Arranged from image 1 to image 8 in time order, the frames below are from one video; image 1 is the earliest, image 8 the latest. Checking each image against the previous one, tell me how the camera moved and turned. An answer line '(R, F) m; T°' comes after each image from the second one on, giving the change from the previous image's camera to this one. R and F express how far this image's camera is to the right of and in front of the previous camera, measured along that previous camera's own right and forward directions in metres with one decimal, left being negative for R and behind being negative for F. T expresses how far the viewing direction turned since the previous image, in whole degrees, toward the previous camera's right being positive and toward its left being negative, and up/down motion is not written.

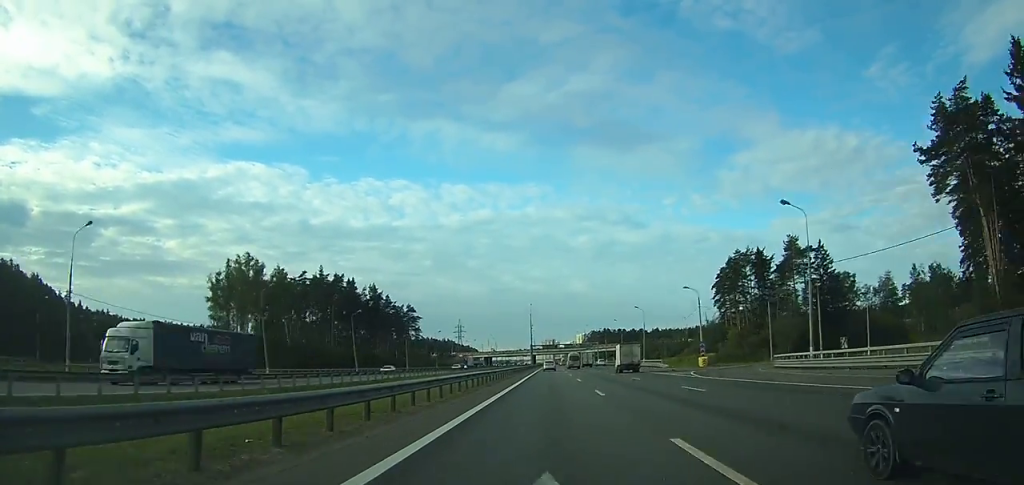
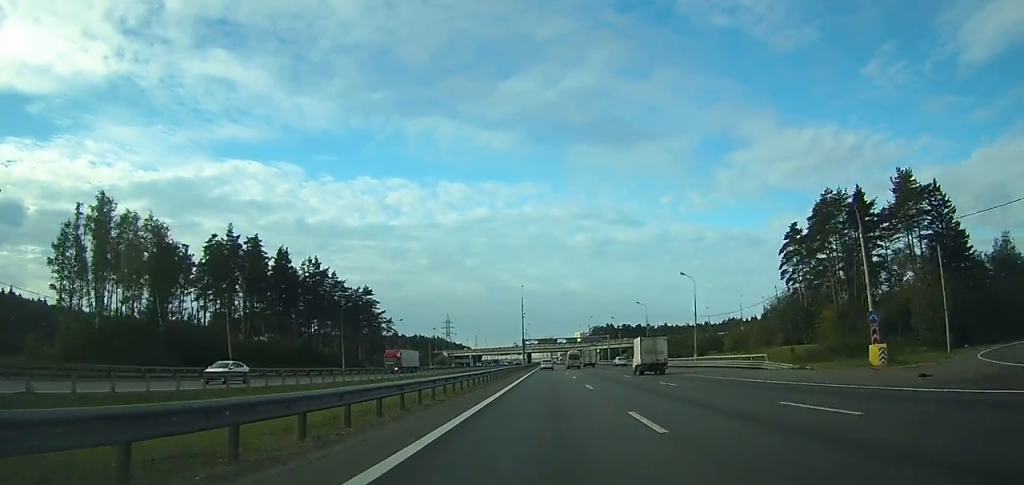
(0.0, +41.2) m; 0°
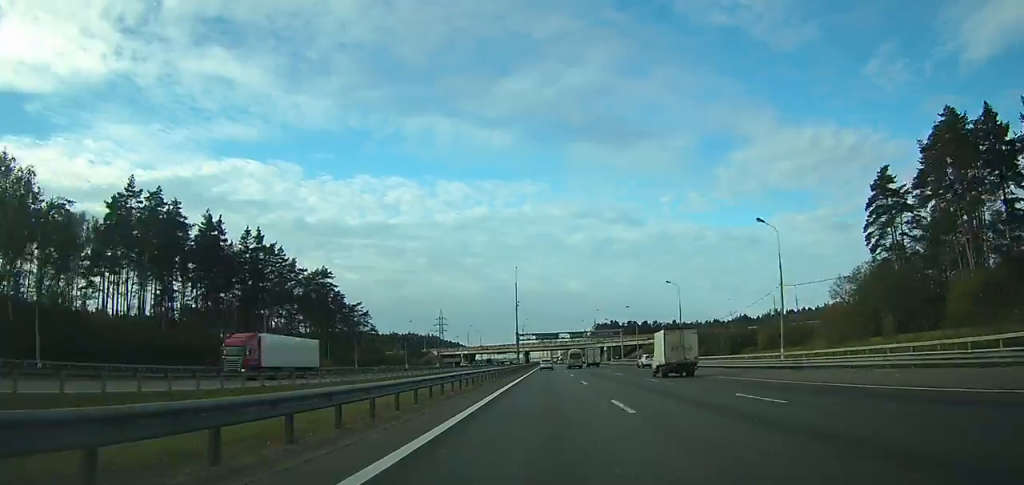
(0.0, +27.7) m; 0°
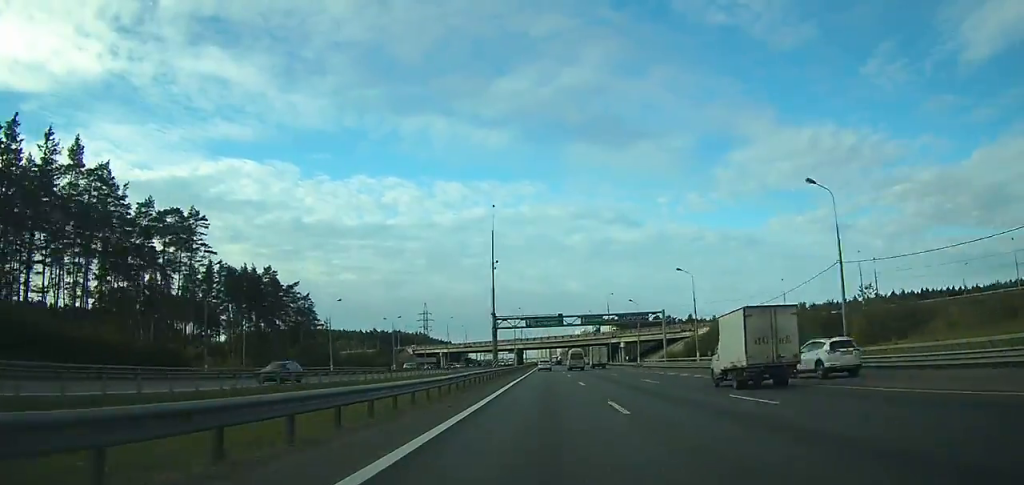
(-0.1, +48.6) m; 0°
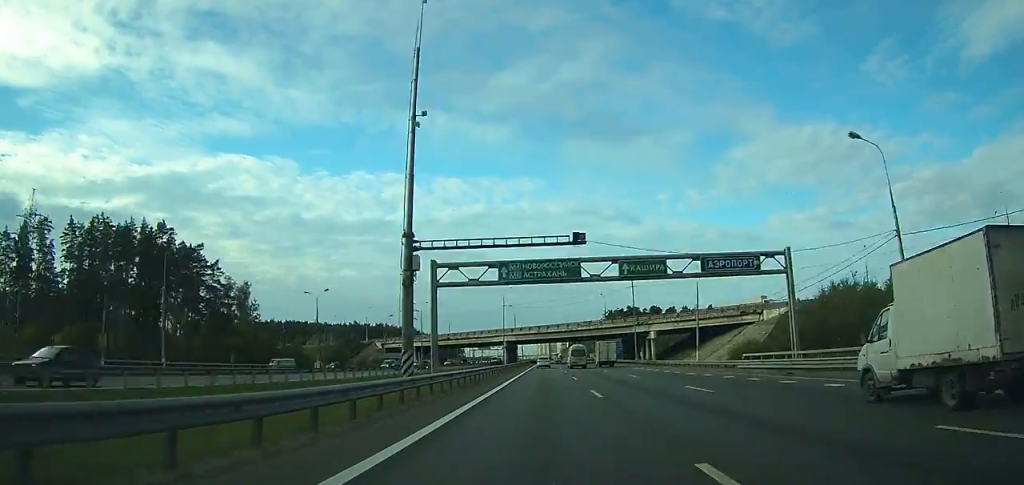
(0.0, +42.9) m; 0°
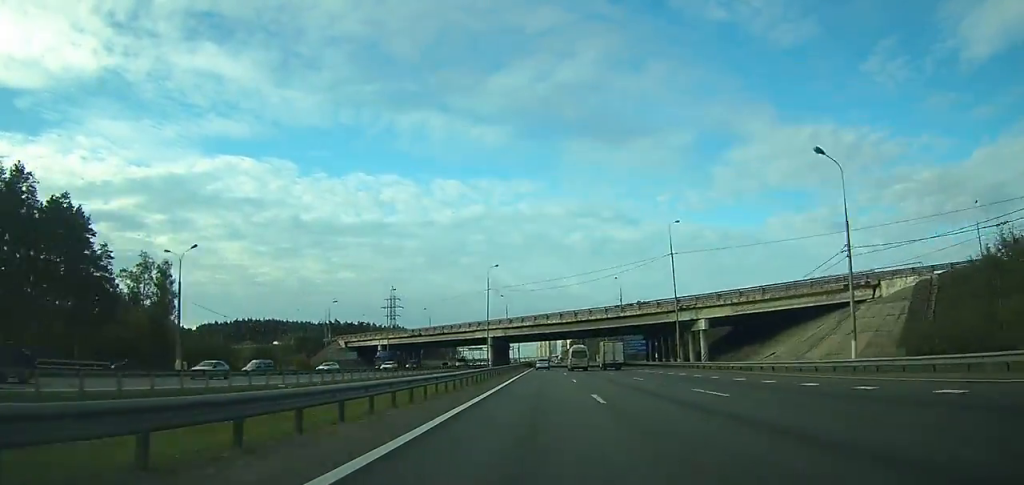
(0.0, +34.7) m; 0°
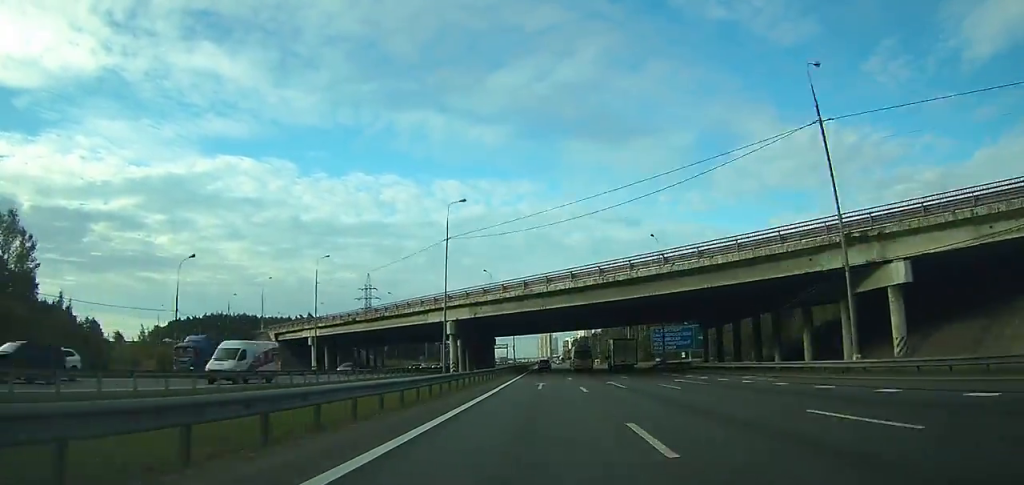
(+0.2, +43.3) m; 0°
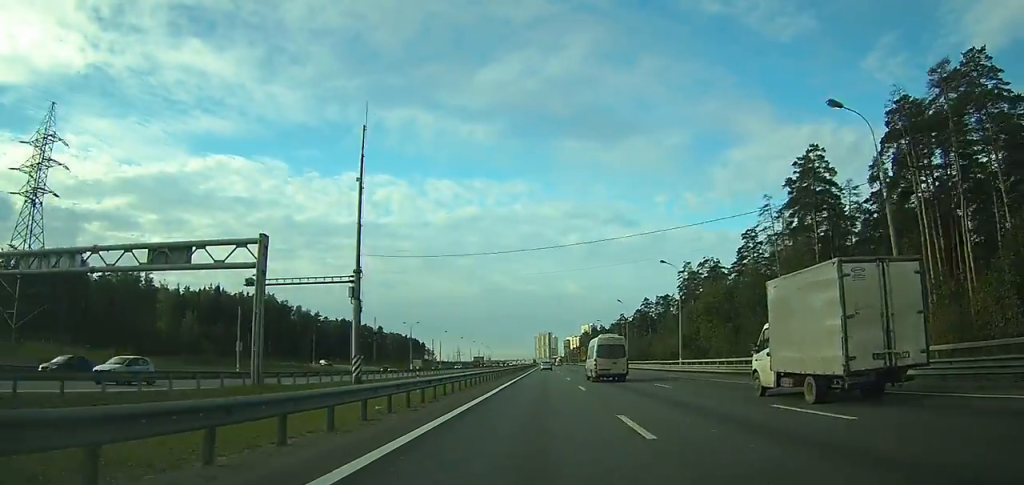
(-0.6, +172.7) m; 0°
